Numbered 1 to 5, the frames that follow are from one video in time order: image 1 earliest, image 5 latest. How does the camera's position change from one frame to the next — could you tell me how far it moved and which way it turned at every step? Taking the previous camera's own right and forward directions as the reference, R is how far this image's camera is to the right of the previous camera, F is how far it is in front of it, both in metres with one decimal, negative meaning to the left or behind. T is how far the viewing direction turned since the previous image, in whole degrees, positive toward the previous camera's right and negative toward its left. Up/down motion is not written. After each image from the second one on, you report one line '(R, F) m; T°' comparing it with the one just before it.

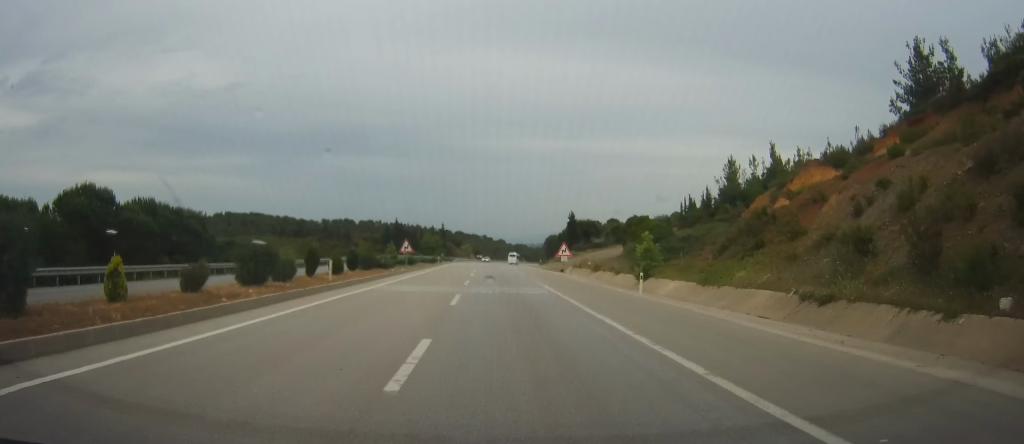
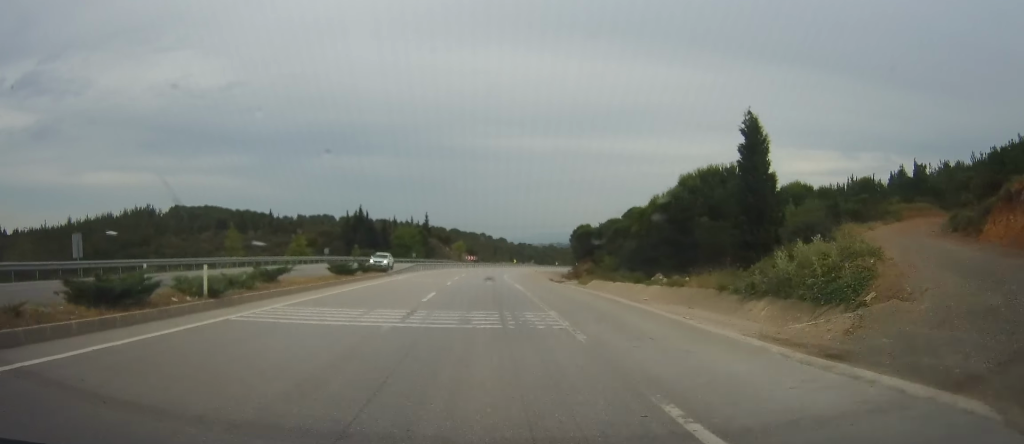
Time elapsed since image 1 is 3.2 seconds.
(-0.7, +70.9) m; 0°
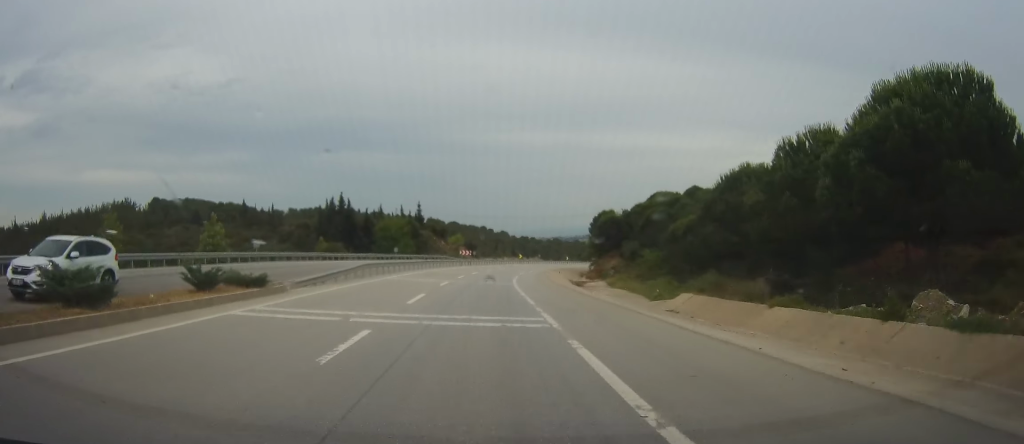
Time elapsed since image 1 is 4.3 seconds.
(-0.2, +25.5) m; 0°
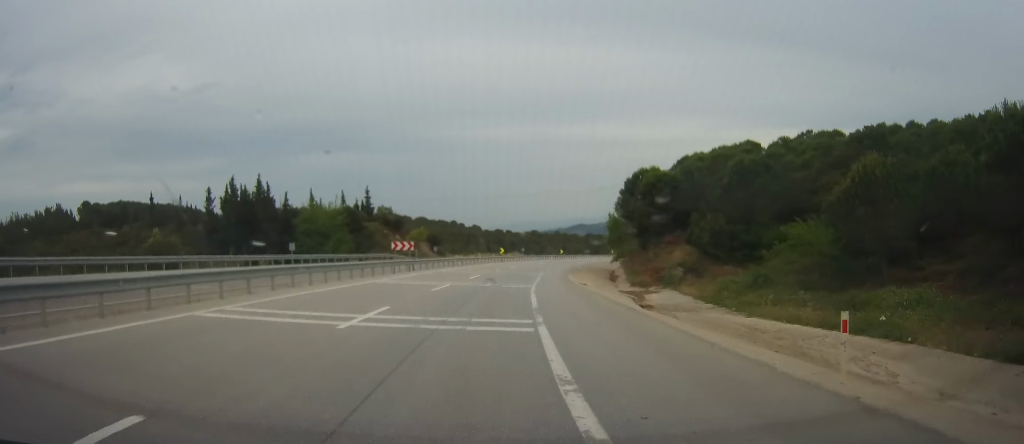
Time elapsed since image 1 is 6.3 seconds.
(-0.1, +43.1) m; 0°
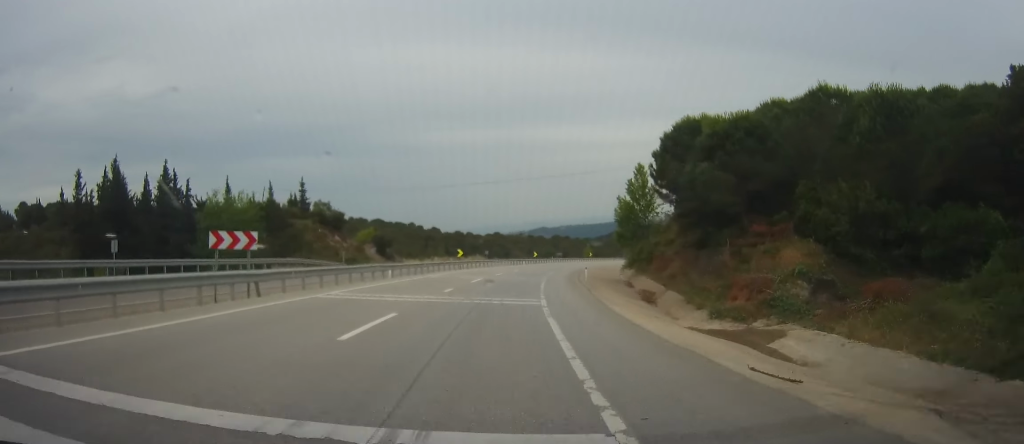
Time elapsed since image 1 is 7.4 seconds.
(+0.6, +24.8) m; +2°
